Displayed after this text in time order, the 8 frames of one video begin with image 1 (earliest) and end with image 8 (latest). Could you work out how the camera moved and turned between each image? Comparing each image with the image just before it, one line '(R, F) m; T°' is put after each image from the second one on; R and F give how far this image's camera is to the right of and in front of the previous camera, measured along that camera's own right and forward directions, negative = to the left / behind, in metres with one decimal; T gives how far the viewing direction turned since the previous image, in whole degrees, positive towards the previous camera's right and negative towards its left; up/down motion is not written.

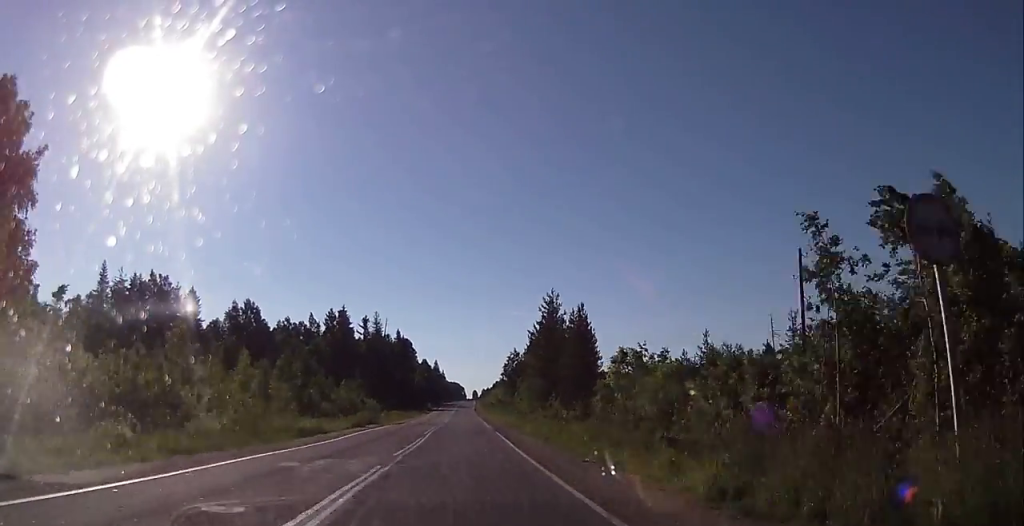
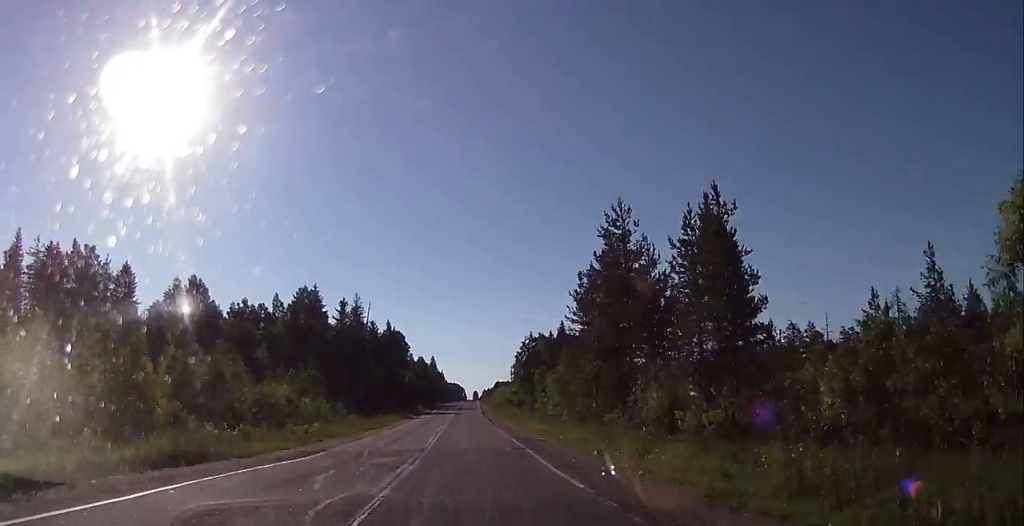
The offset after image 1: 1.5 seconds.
(-0.2, +30.4) m; -1°
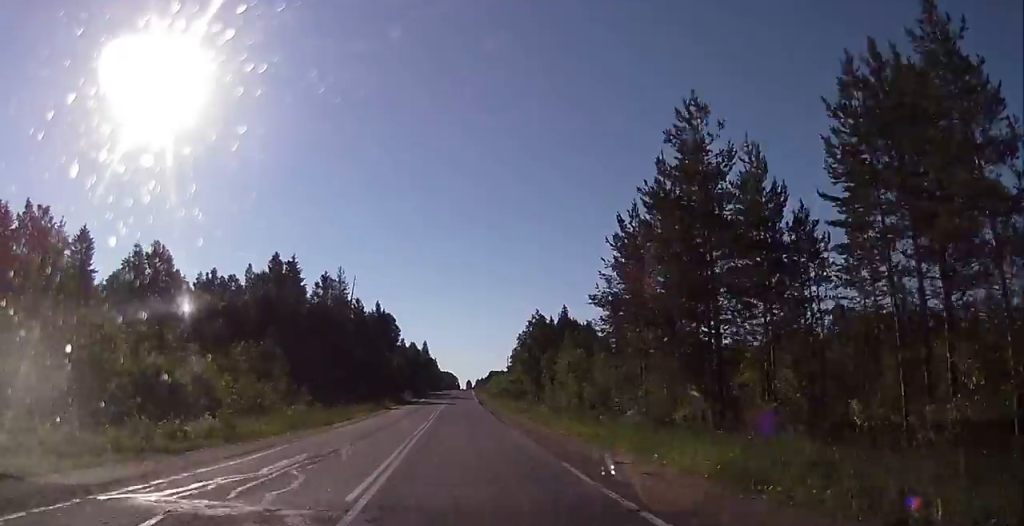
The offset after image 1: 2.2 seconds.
(-0.2, +13.7) m; -1°
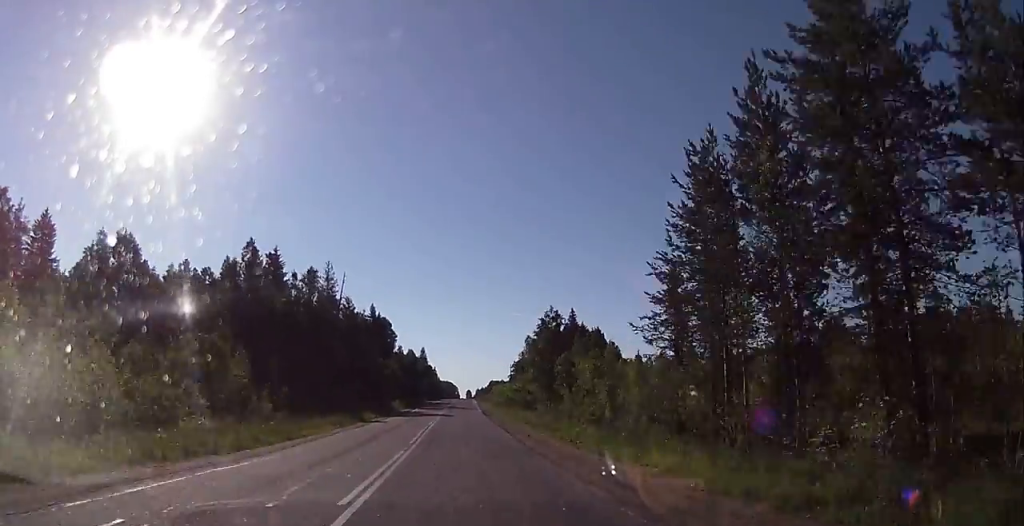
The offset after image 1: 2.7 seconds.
(0.0, +11.7) m; 0°
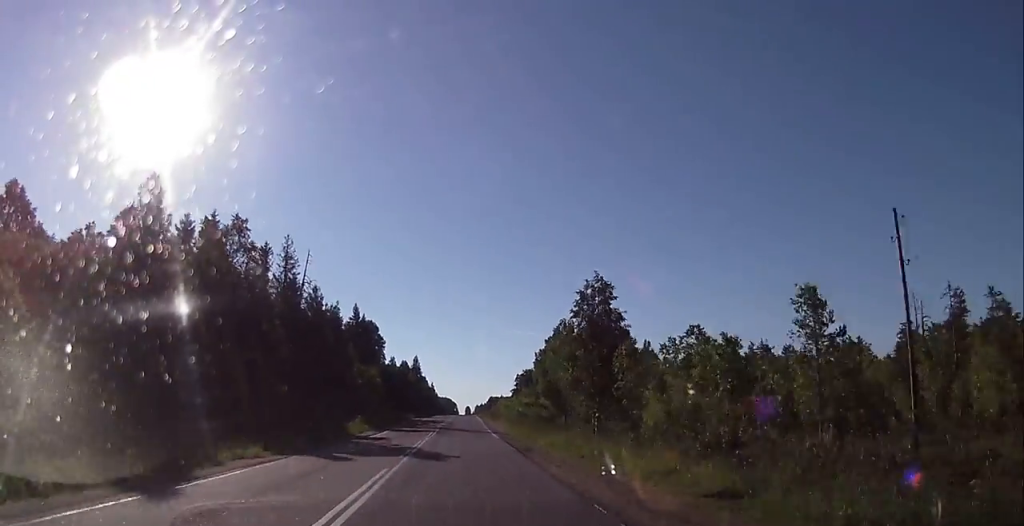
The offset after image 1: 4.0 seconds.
(0.0, +26.3) m; 0°
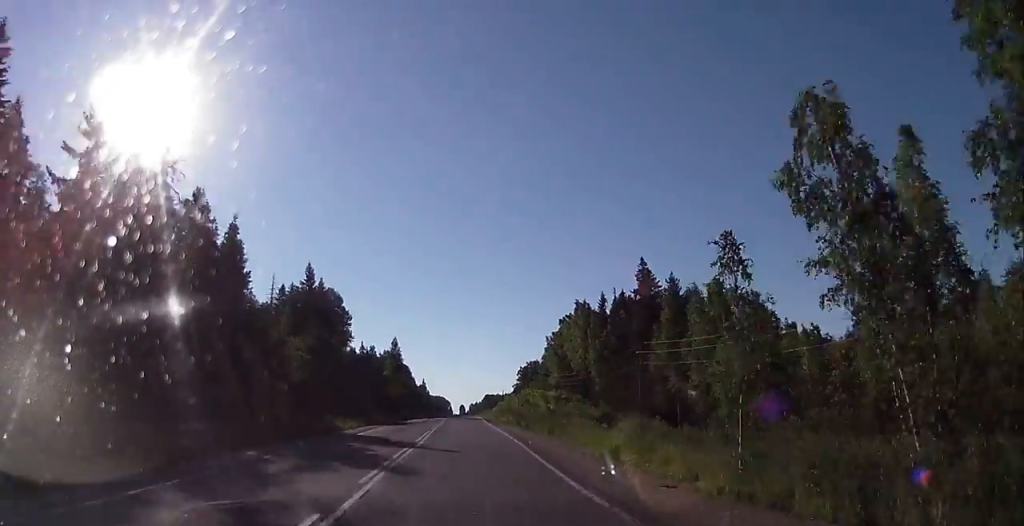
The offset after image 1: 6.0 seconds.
(0.0, +42.2) m; 0°
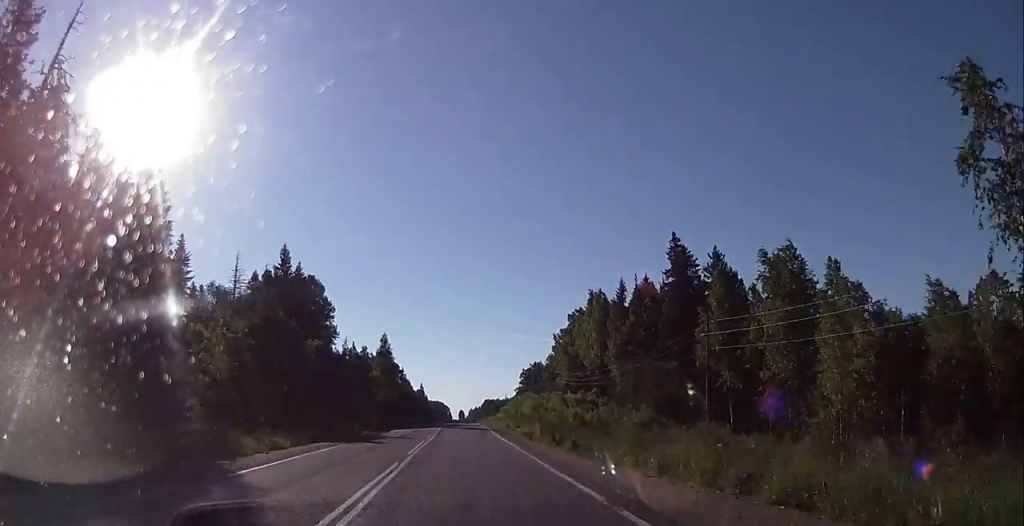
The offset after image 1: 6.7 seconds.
(0.0, +15.8) m; 0°
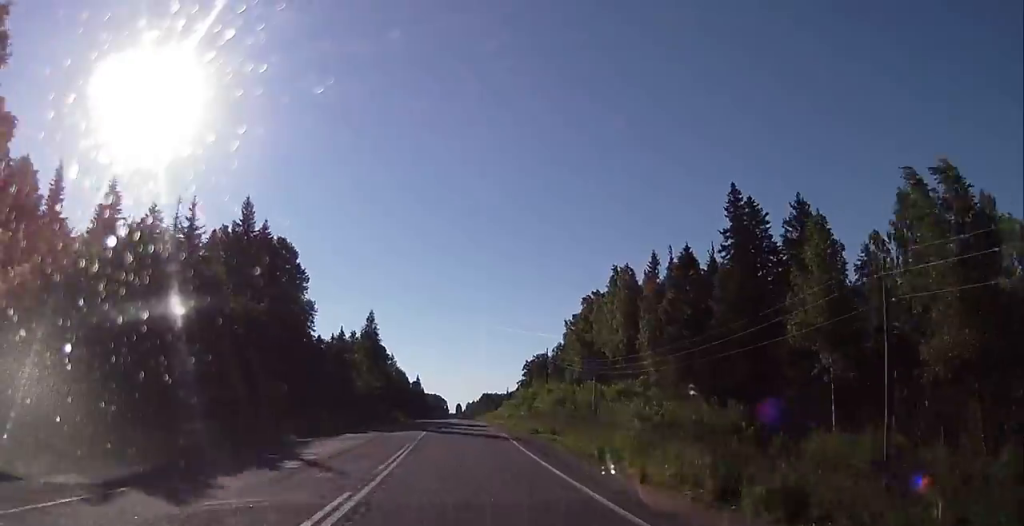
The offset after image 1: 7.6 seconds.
(0.0, +18.6) m; 0°
